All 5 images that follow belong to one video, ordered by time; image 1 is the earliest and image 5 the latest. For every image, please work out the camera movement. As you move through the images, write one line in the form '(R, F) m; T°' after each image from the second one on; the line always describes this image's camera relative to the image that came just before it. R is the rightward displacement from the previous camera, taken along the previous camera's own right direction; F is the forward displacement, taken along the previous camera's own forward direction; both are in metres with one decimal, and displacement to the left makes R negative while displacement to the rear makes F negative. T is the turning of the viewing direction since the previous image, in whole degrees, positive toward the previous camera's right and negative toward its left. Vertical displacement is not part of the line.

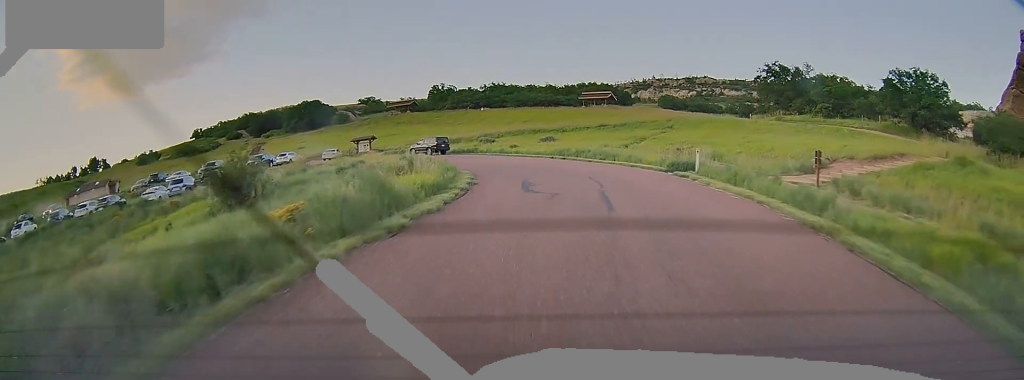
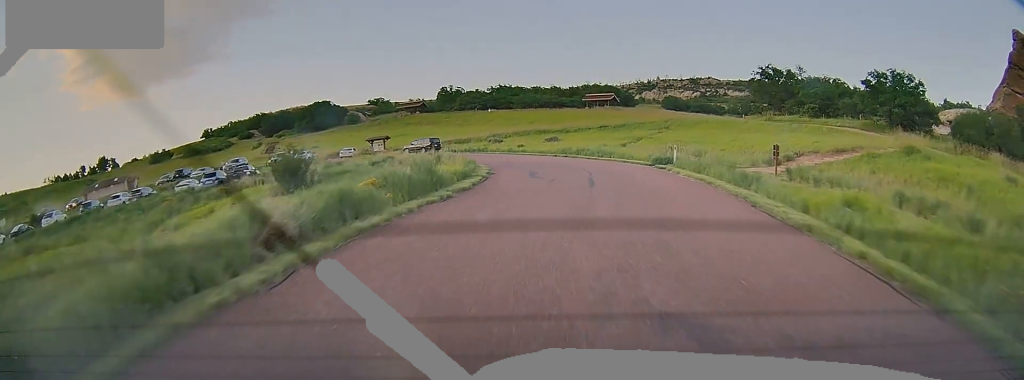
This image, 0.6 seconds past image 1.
(+0.1, +4.6) m; +1°
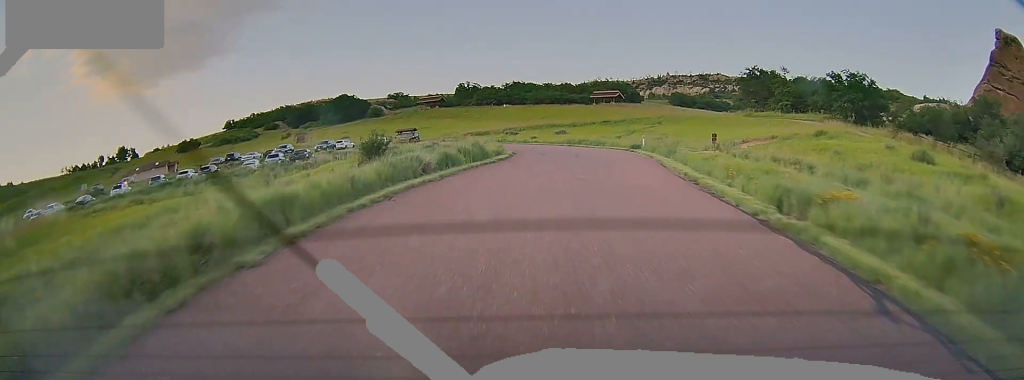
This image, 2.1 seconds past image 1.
(-0.1, +10.4) m; -2°
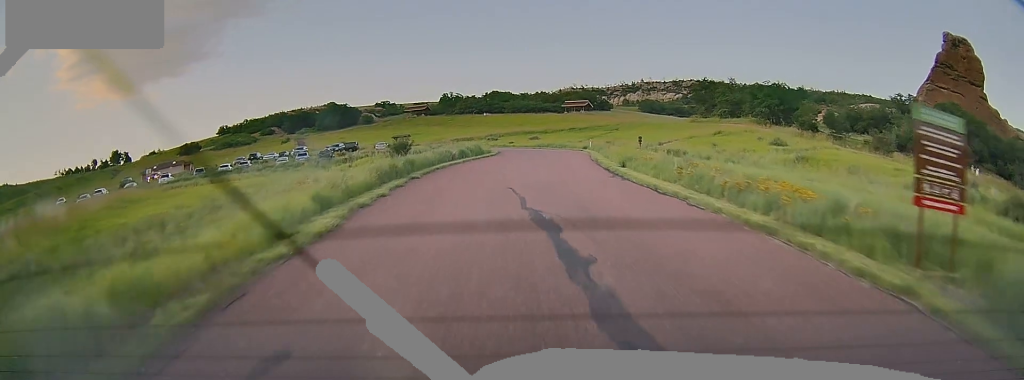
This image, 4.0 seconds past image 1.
(-0.2, +13.2) m; +1°
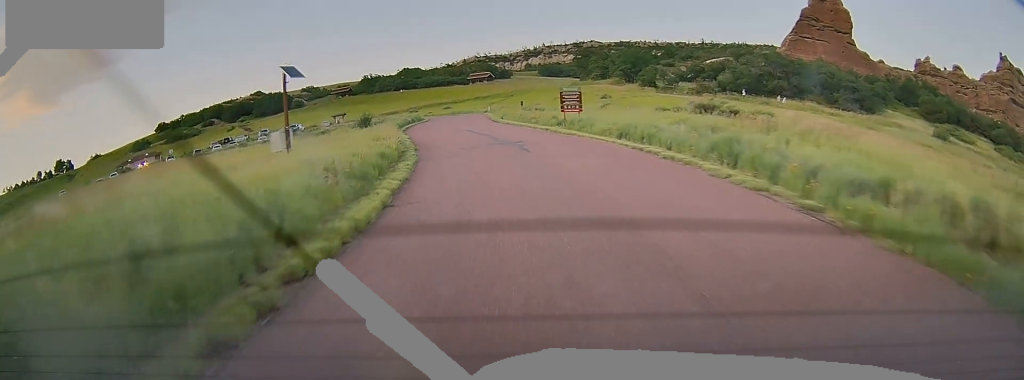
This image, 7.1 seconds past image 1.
(+1.7, +24.8) m; +8°
